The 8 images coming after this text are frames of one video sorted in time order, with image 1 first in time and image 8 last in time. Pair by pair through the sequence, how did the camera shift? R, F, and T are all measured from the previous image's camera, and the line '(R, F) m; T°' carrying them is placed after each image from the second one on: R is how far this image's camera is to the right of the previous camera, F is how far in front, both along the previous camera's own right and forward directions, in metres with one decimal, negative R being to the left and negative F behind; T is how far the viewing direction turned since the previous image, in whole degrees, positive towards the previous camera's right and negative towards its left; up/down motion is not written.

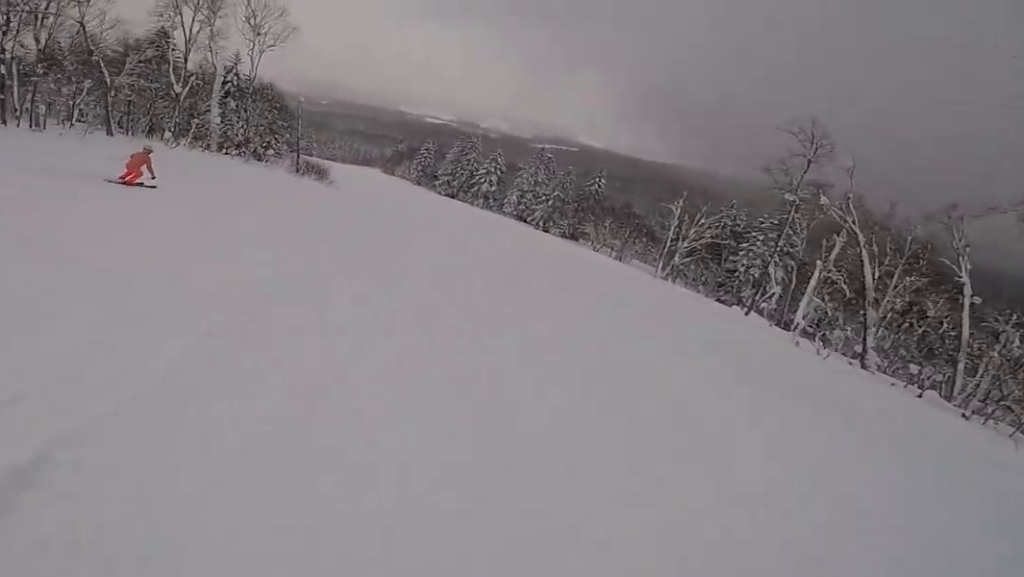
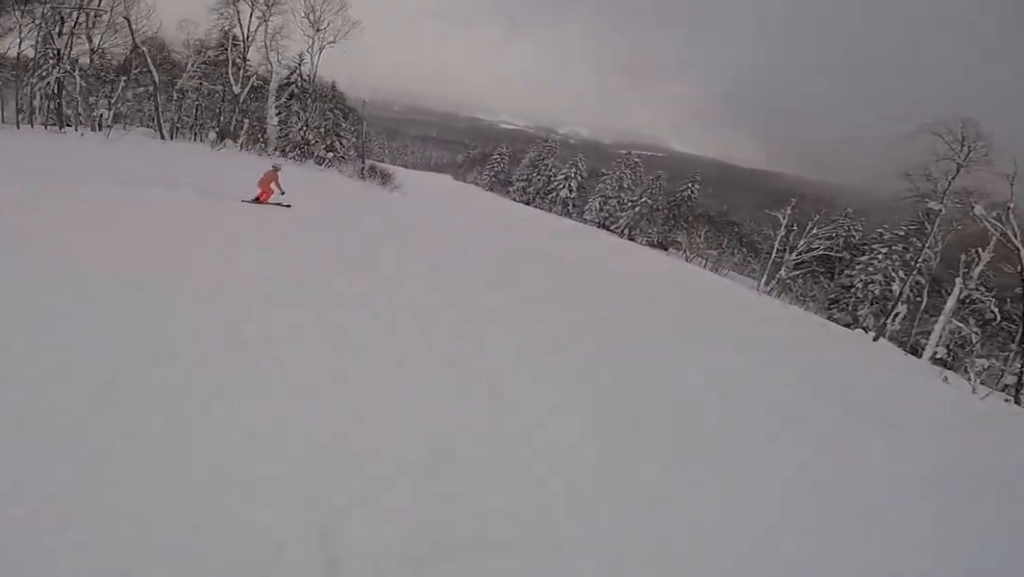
(-0.4, +4.0) m; -6°
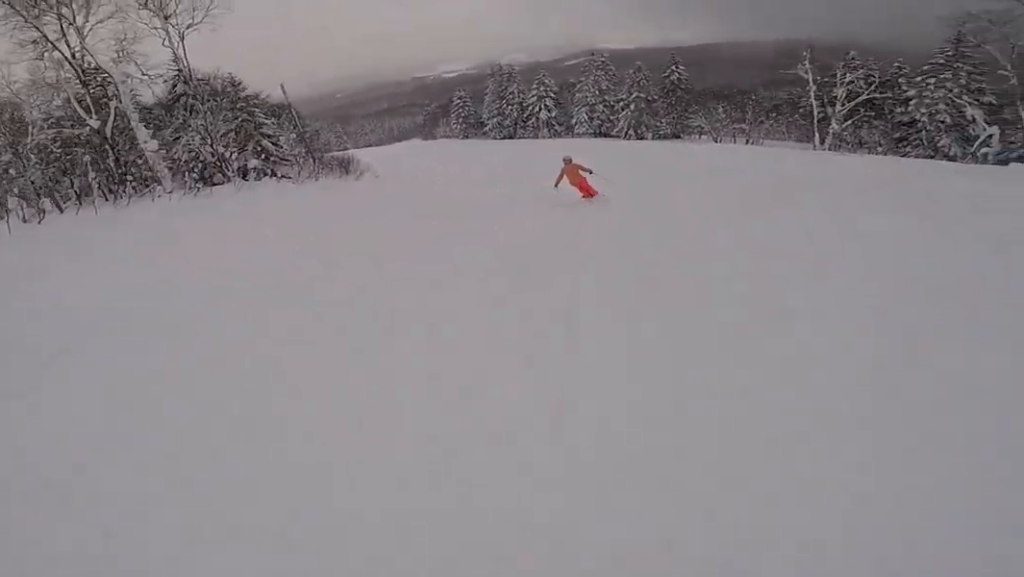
(-1.9, +12.3) m; -2°
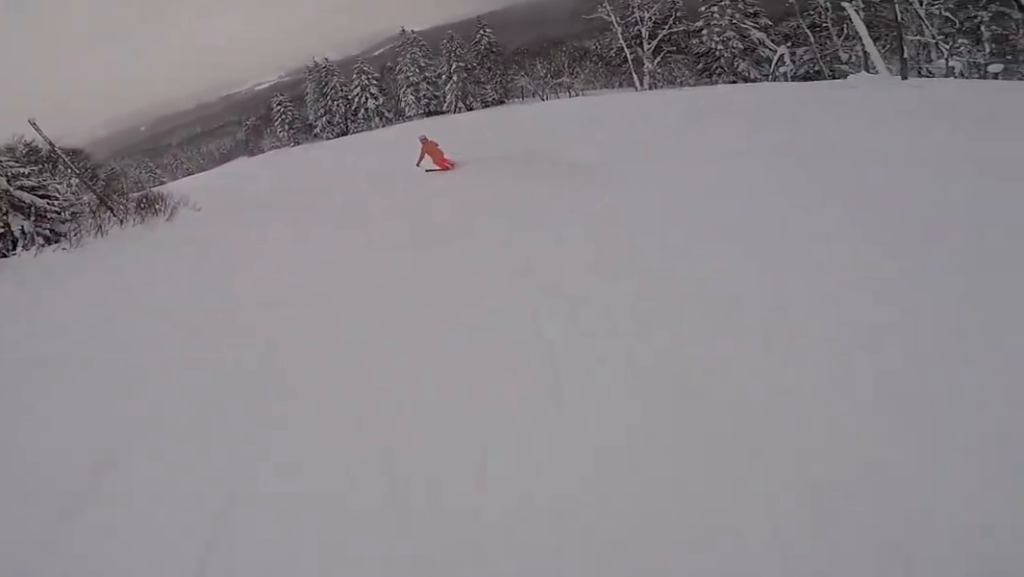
(+0.6, +7.6) m; +8°
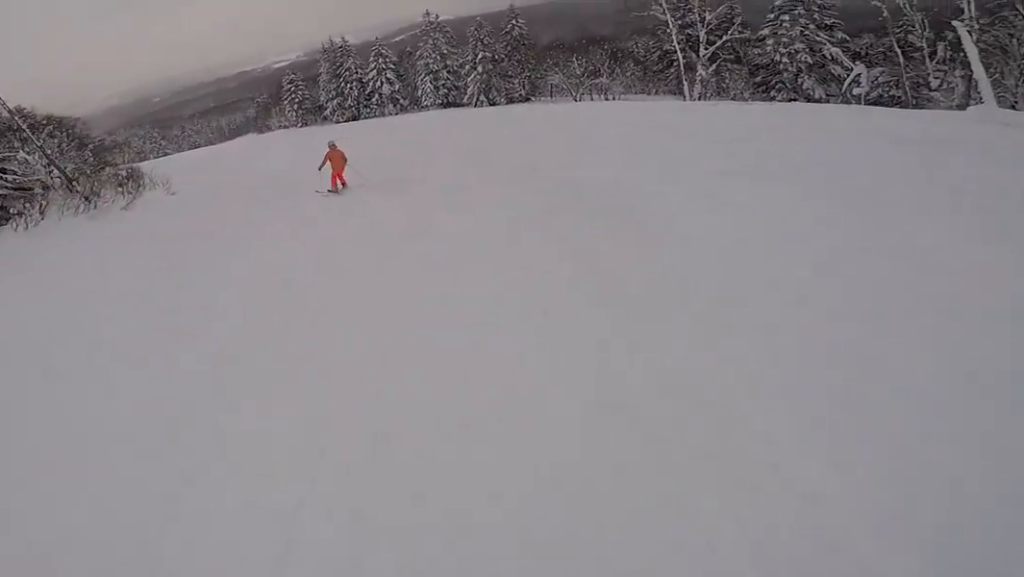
(+1.3, +5.5) m; +5°
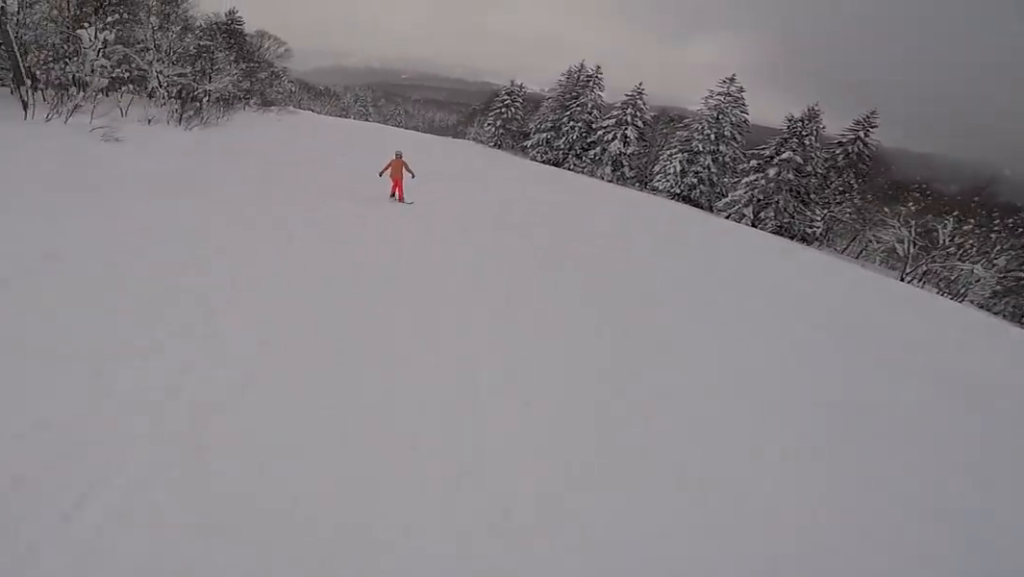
(-3.6, +20.2) m; -18°
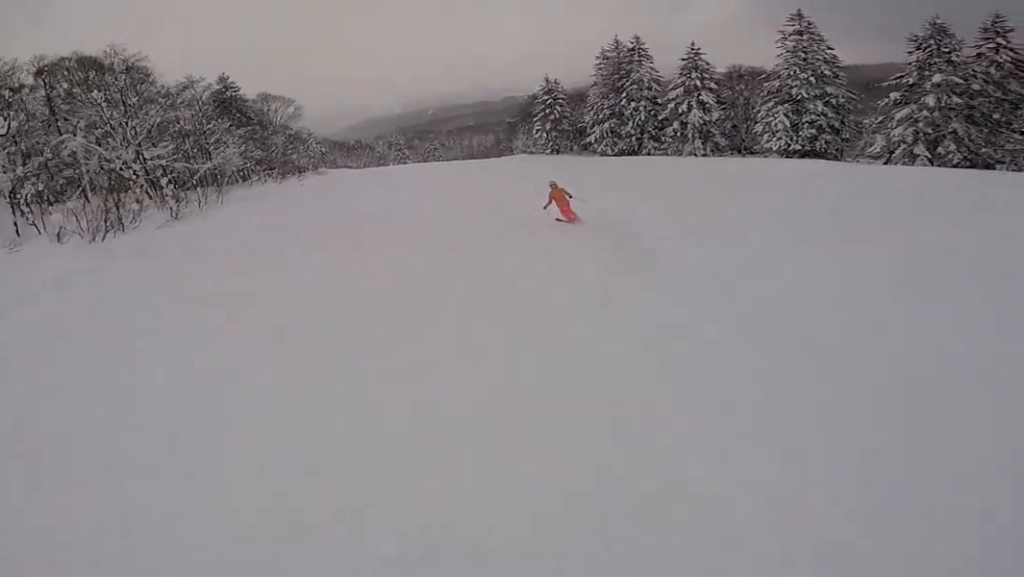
(-0.8, +11.2) m; +1°
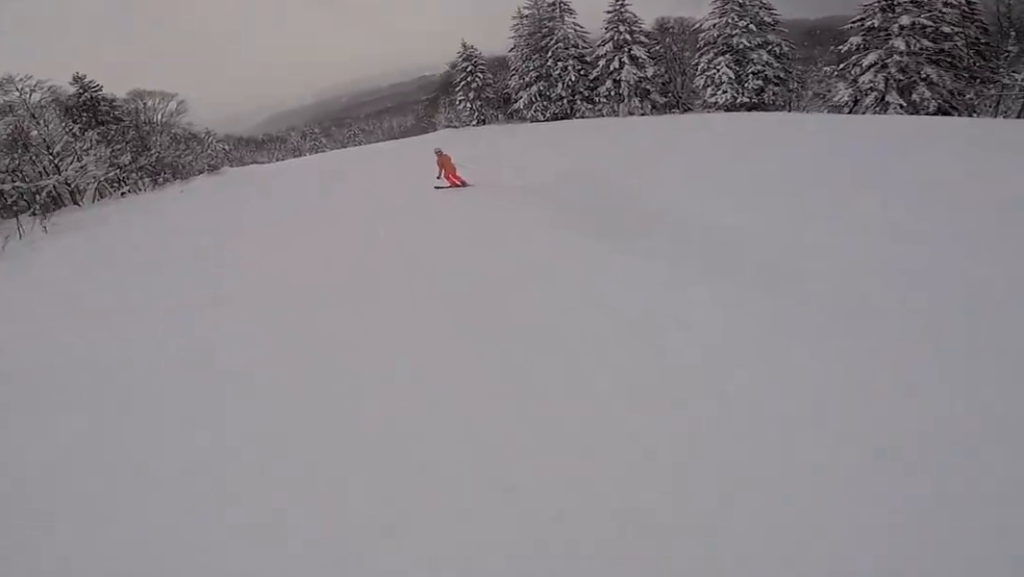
(+0.2, +6.9) m; +3°
